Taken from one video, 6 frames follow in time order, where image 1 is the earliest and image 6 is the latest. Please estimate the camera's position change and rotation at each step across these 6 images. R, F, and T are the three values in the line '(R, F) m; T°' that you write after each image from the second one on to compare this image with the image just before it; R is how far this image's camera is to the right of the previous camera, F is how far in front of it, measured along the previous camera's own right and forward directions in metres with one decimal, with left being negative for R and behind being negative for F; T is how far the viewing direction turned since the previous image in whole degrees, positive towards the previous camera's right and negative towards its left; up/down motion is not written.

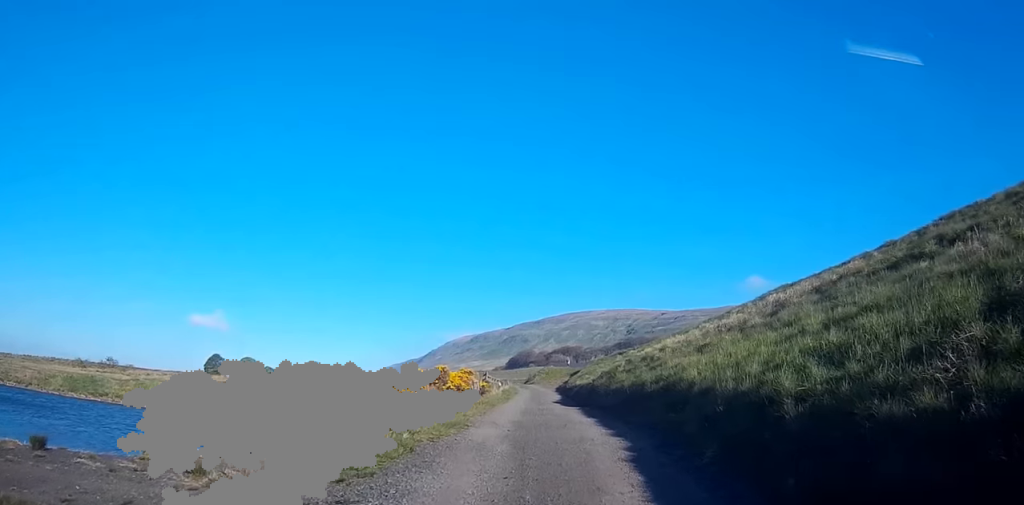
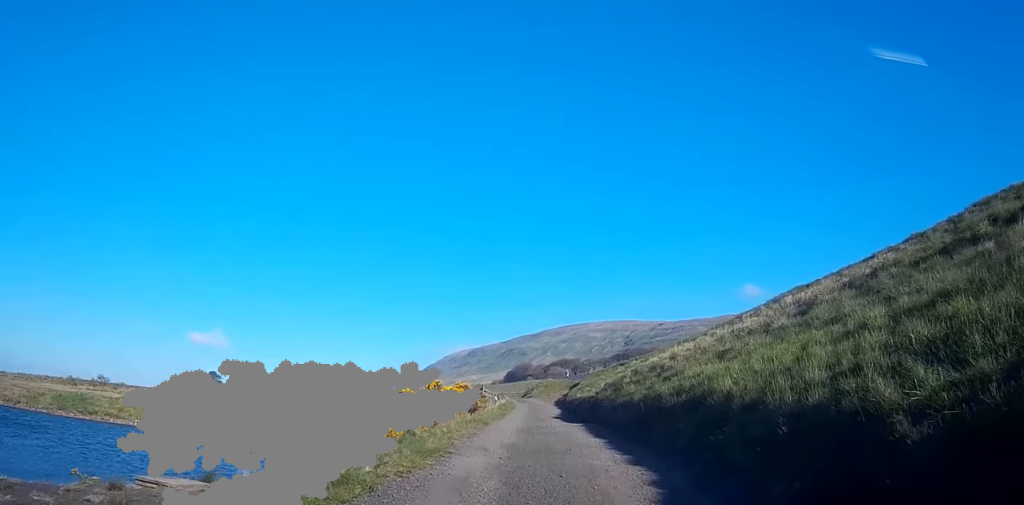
(0.0, +2.2) m; -3°
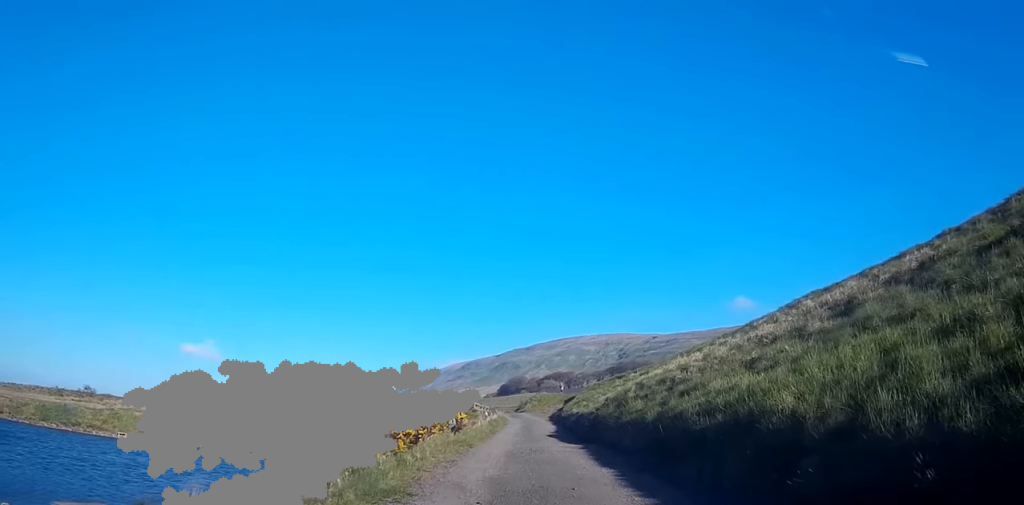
(-0.2, +2.6) m; -2°
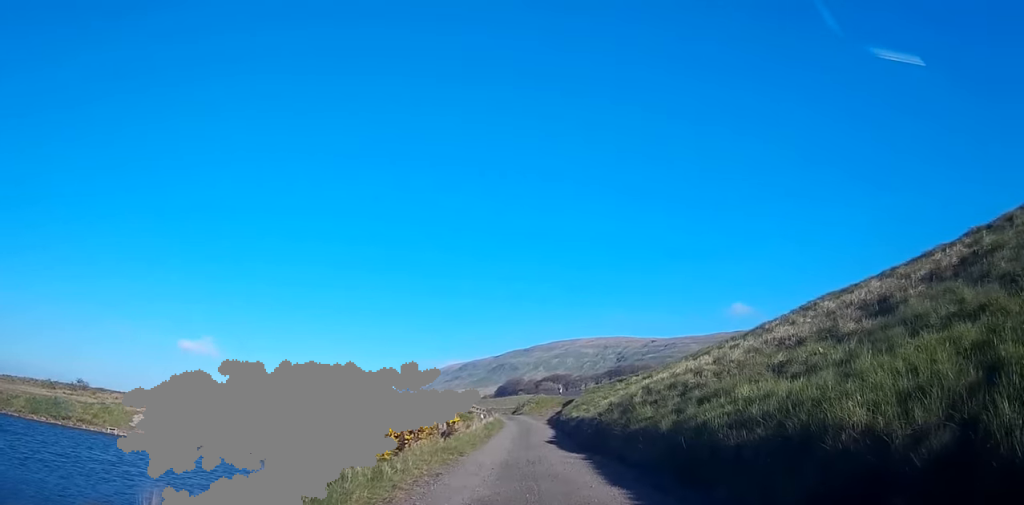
(+0.1, +1.5) m; +2°
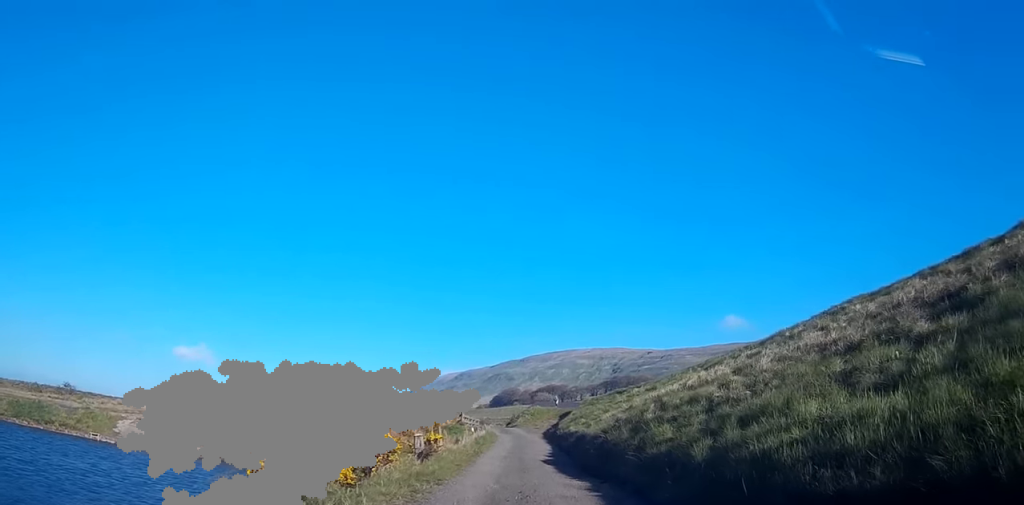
(+0.1, +2.6) m; 0°
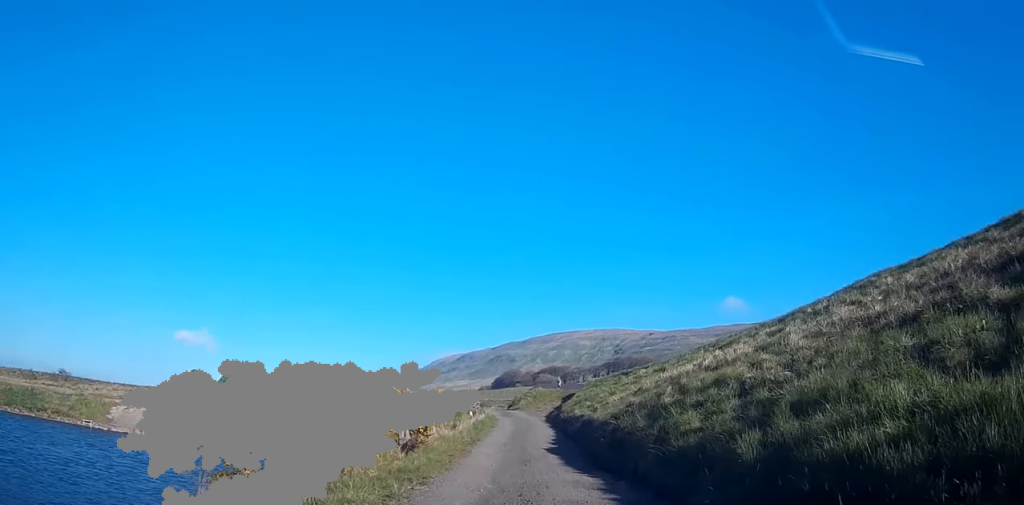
(0.0, +1.9) m; -2°
